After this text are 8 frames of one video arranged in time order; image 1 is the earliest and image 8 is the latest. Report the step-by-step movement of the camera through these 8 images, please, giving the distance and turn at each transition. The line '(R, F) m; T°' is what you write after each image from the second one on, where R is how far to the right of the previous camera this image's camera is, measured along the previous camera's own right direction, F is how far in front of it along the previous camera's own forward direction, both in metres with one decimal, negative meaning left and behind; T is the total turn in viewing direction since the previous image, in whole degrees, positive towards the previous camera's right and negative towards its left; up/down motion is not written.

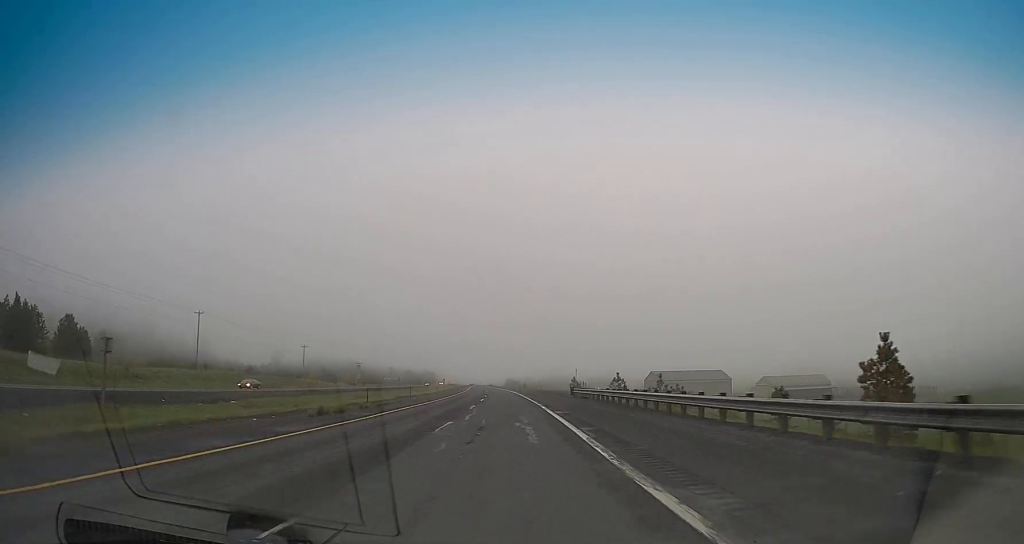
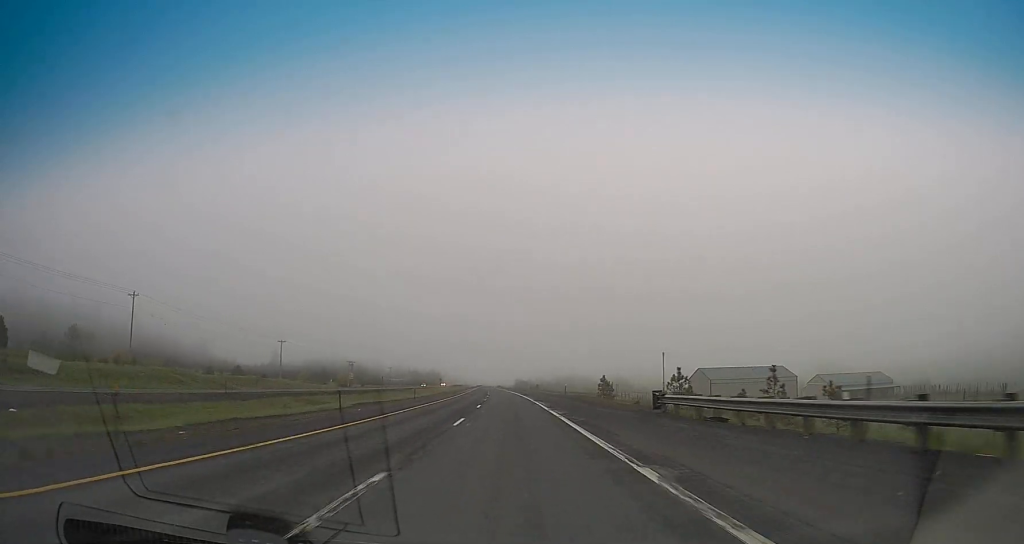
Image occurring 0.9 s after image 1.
(-0.2, +27.4) m; -1°
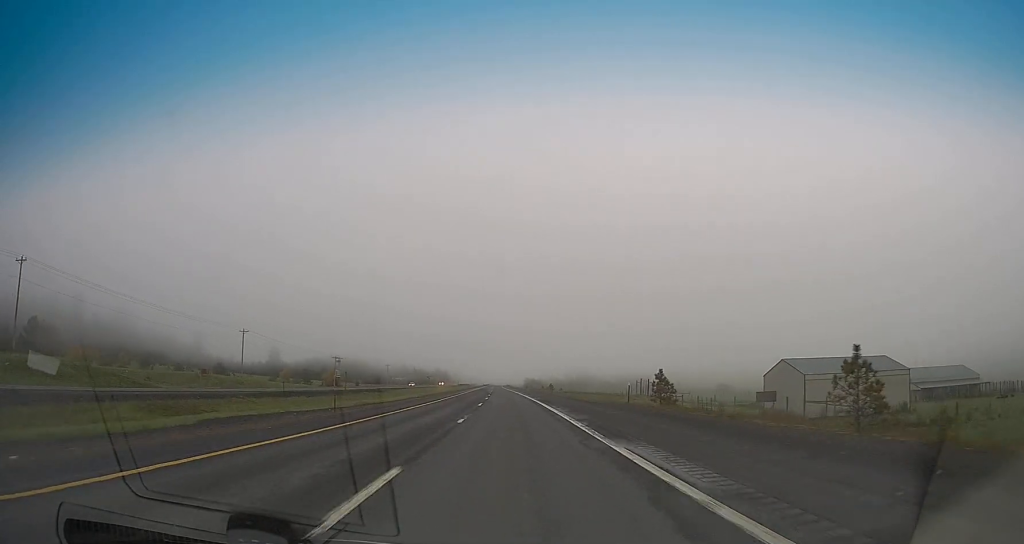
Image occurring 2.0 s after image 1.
(-0.6, +30.3) m; -2°
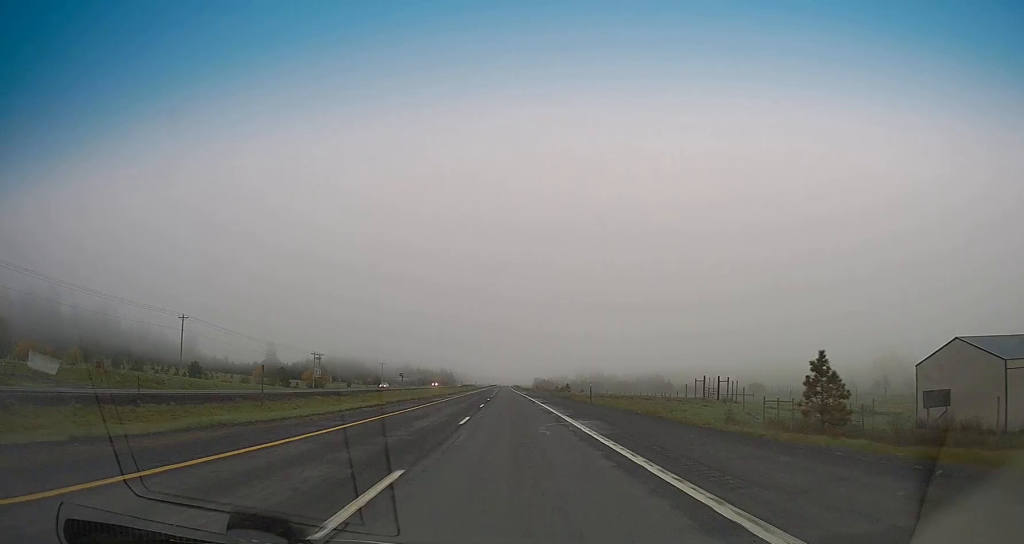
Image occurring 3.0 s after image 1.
(-0.3, +31.1) m; 0°
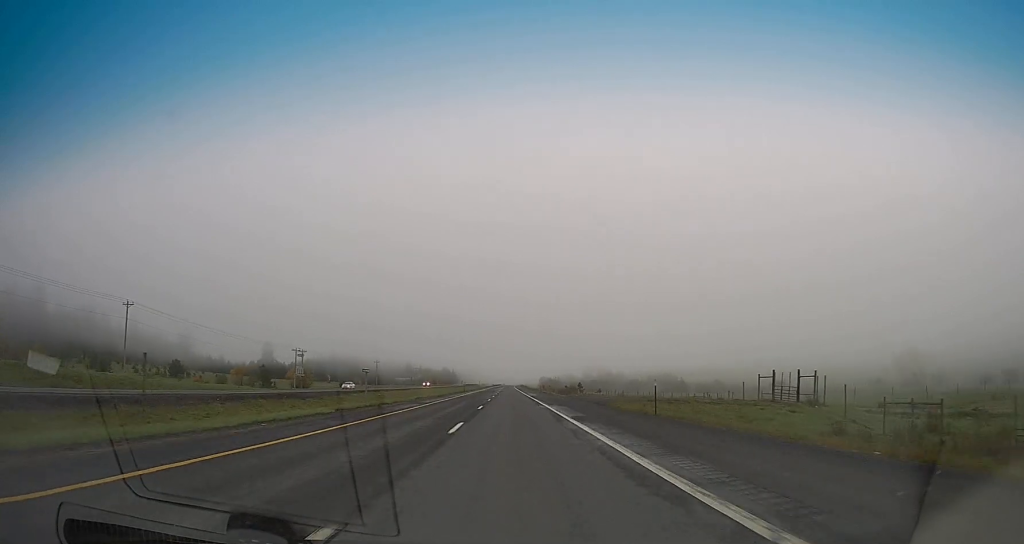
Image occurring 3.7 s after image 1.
(+0.1, +19.5) m; -1°
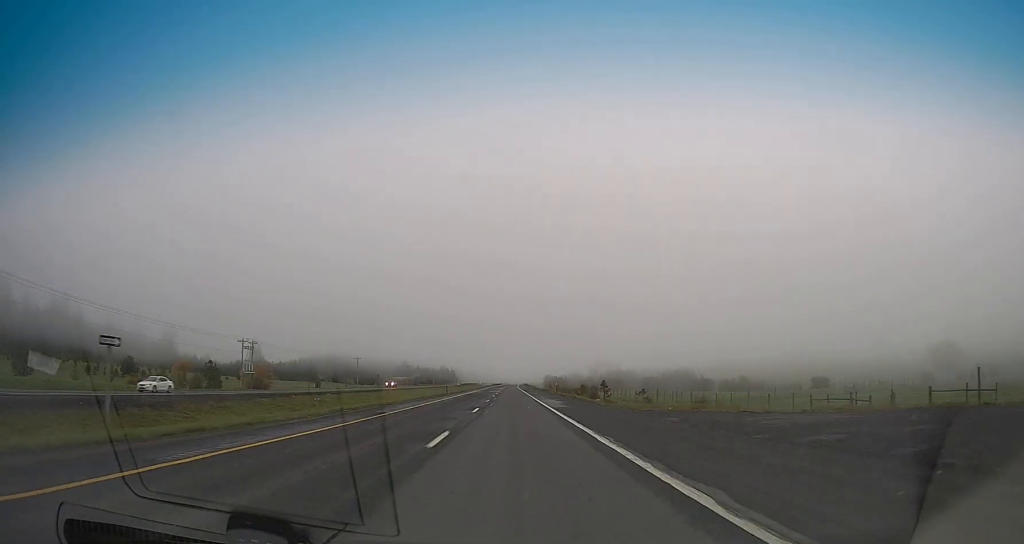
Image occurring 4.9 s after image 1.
(-0.7, +35.0) m; -1°
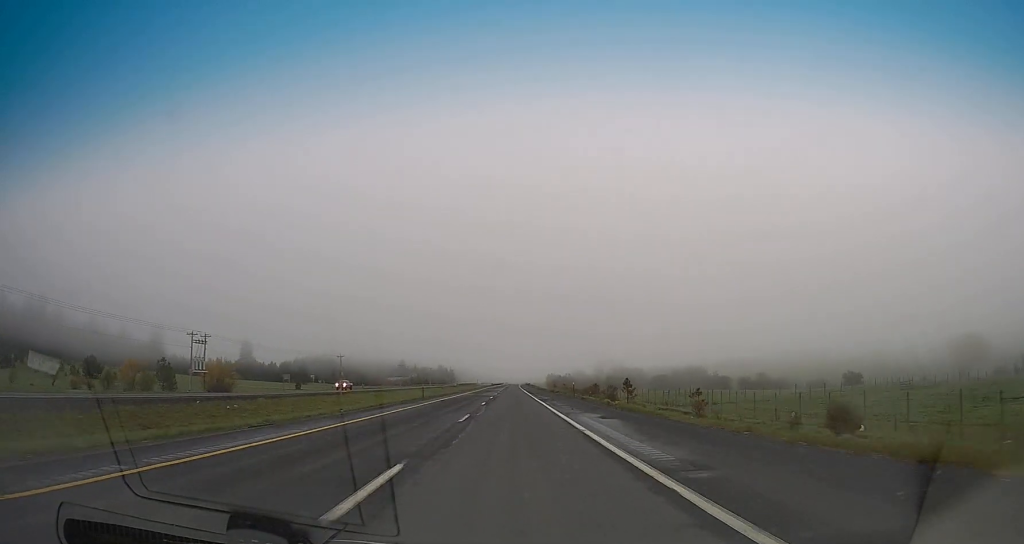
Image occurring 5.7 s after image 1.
(+0.3, +22.4) m; 0°
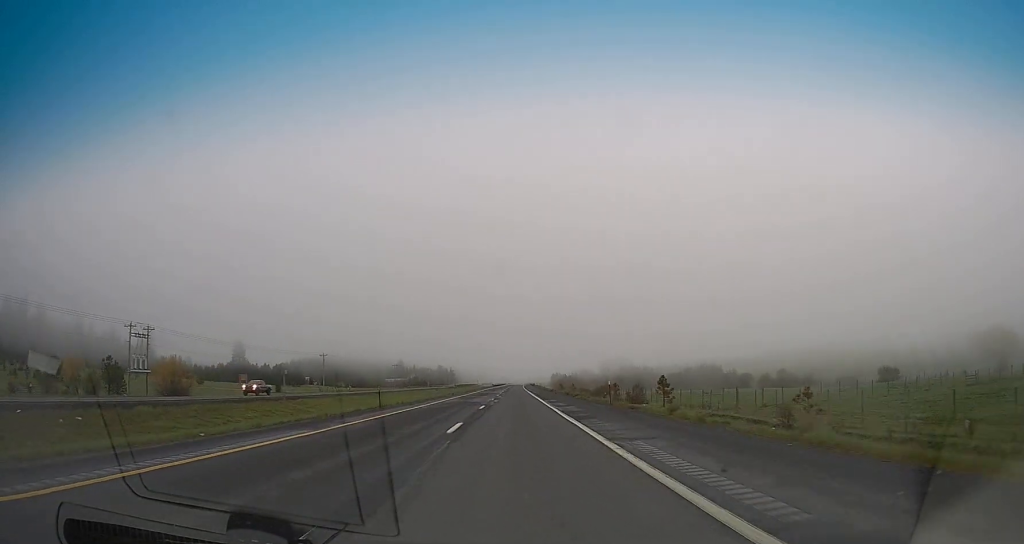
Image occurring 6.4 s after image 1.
(+0.1, +20.5) m; 0°
